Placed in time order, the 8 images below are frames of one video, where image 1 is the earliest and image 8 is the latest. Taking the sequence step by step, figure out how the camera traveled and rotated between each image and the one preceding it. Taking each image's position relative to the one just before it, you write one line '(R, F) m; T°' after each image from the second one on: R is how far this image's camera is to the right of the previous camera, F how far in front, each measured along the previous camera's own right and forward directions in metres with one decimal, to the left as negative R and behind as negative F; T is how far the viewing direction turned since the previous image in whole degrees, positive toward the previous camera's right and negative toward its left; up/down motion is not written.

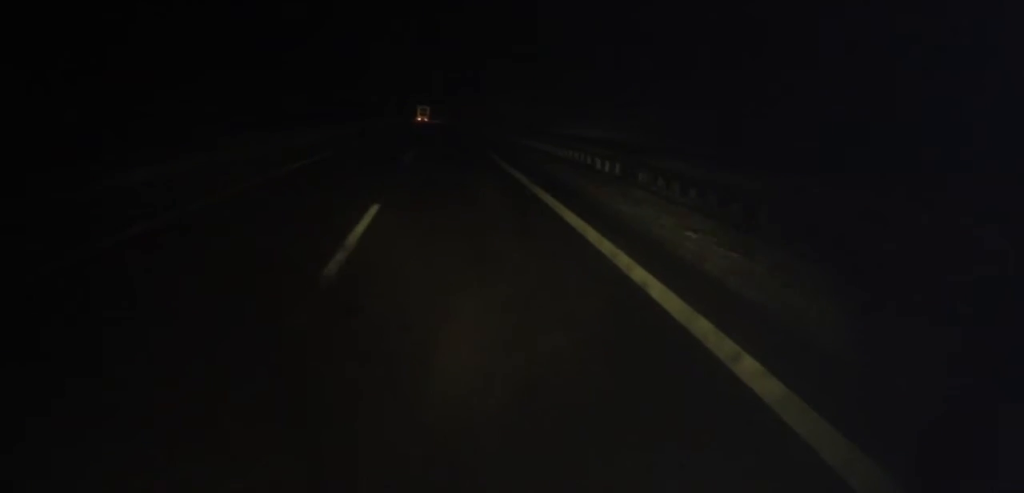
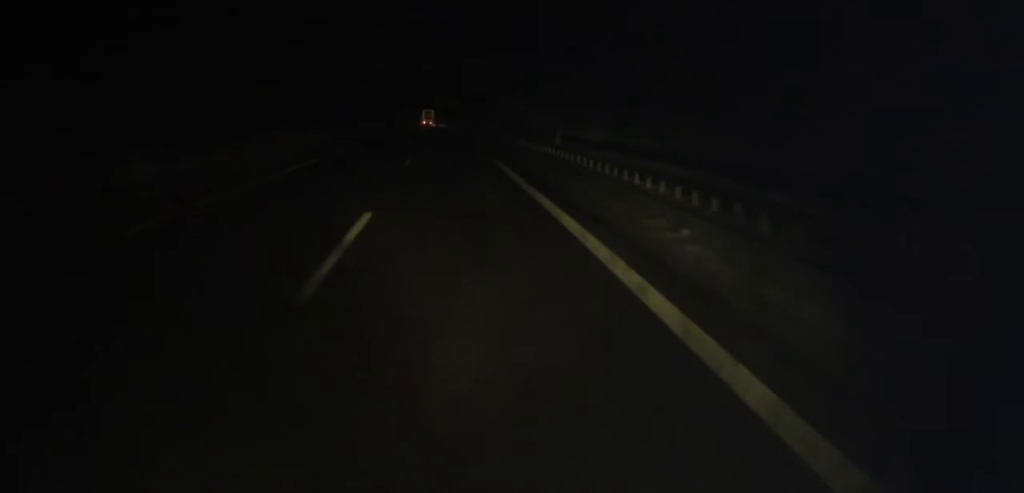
(-0.2, +18.7) m; -1°
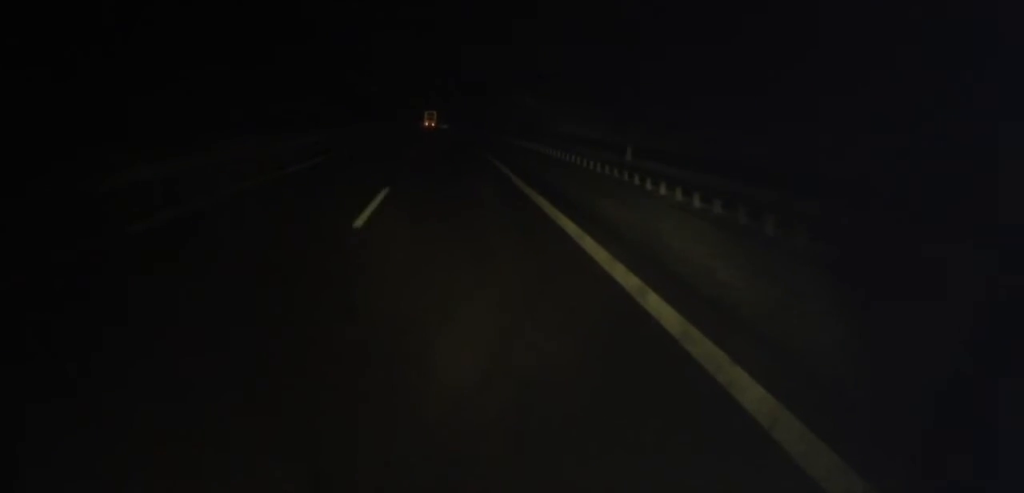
(0.0, +13.5) m; -1°
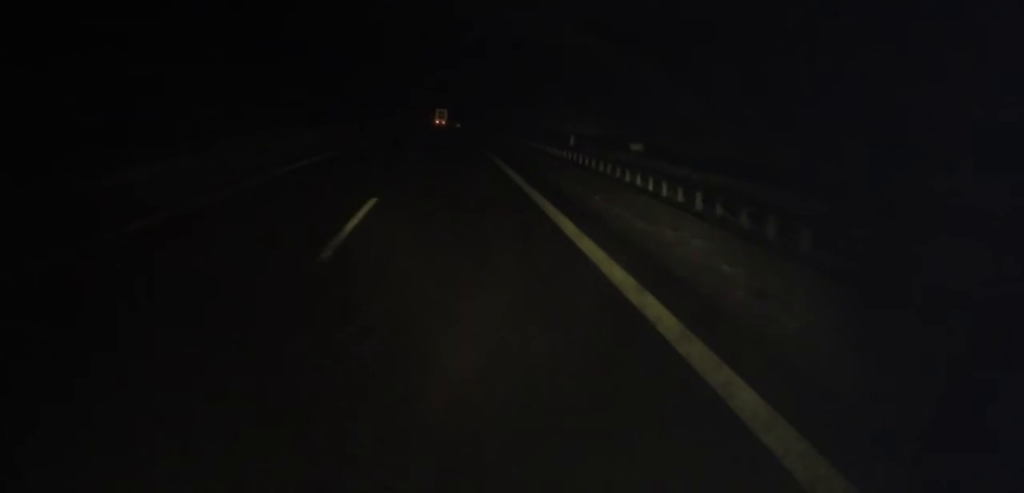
(-0.8, +39.4) m; -3°
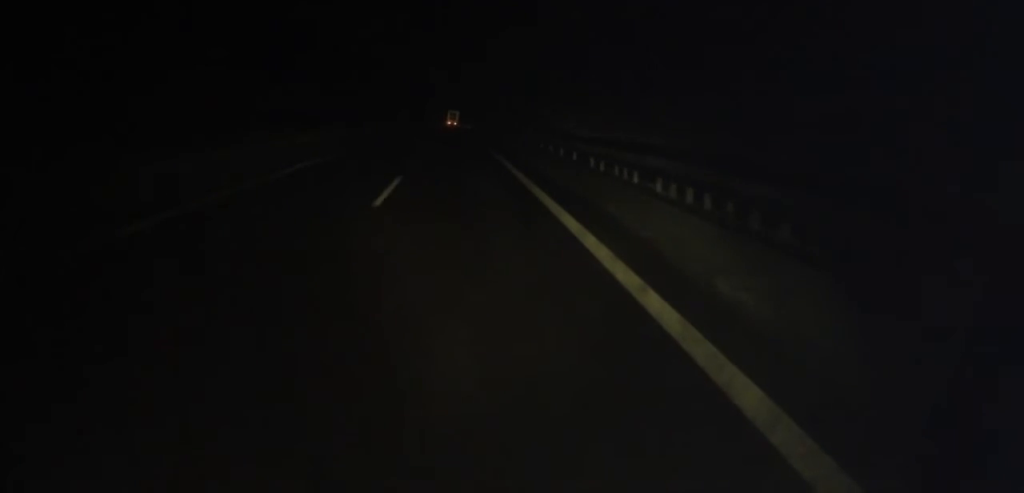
(-0.2, +31.7) m; -1°
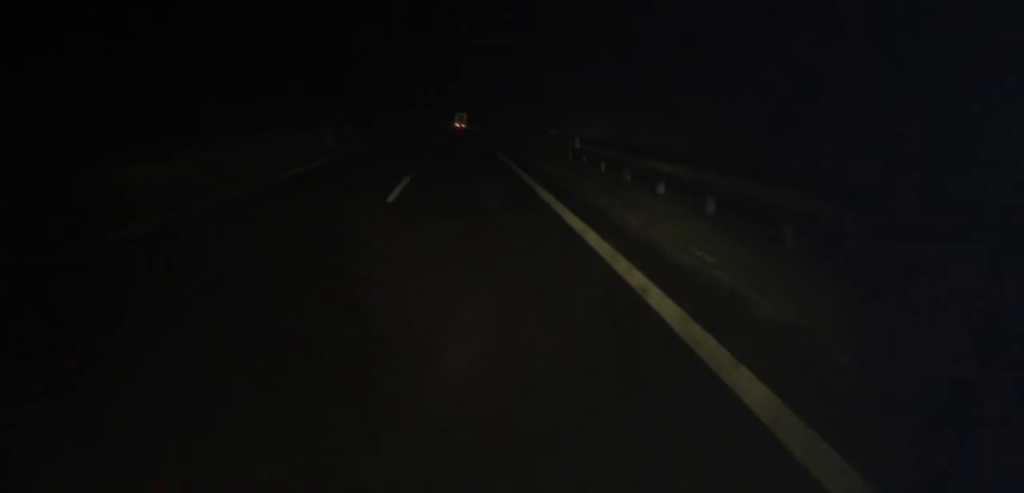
(0.0, +17.0) m; 0°
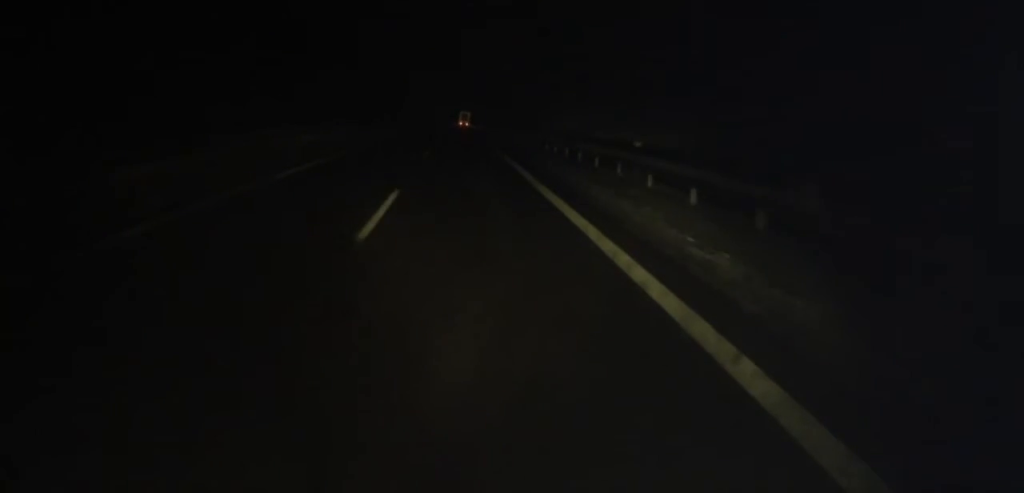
(-0.1, +22.4) m; 0°
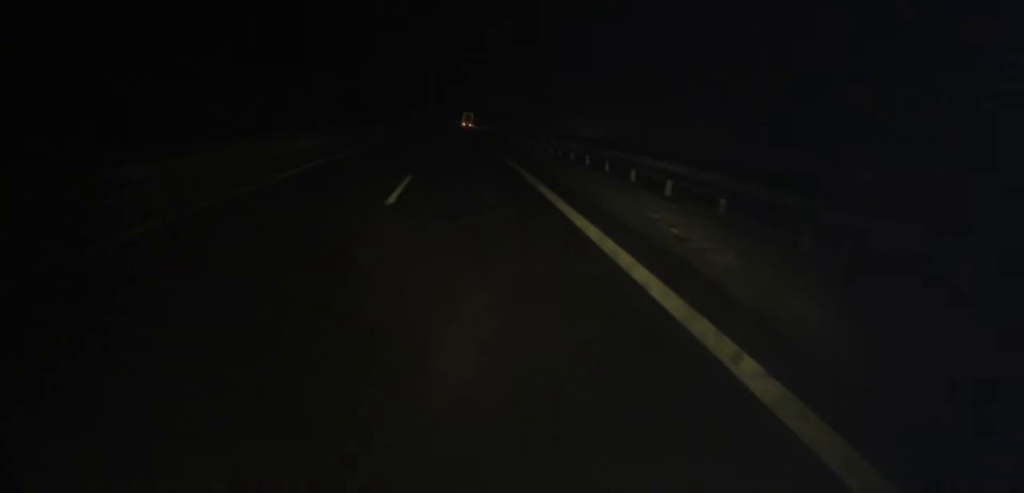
(+0.3, +13.5) m; 0°
